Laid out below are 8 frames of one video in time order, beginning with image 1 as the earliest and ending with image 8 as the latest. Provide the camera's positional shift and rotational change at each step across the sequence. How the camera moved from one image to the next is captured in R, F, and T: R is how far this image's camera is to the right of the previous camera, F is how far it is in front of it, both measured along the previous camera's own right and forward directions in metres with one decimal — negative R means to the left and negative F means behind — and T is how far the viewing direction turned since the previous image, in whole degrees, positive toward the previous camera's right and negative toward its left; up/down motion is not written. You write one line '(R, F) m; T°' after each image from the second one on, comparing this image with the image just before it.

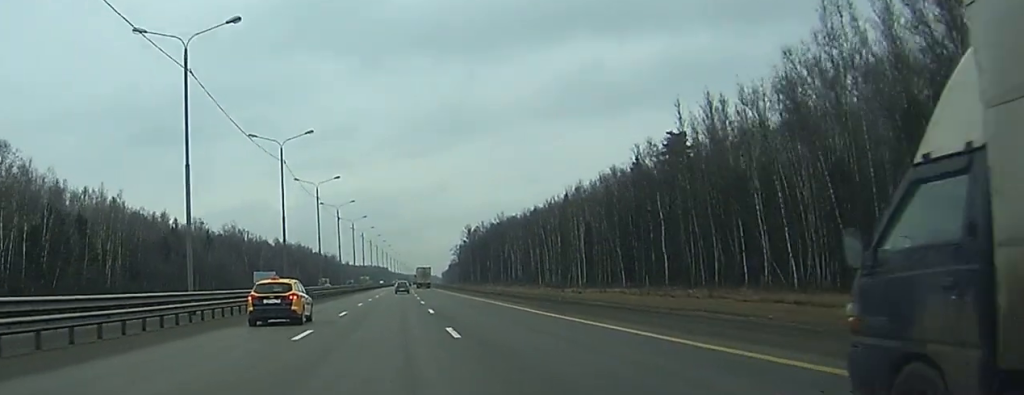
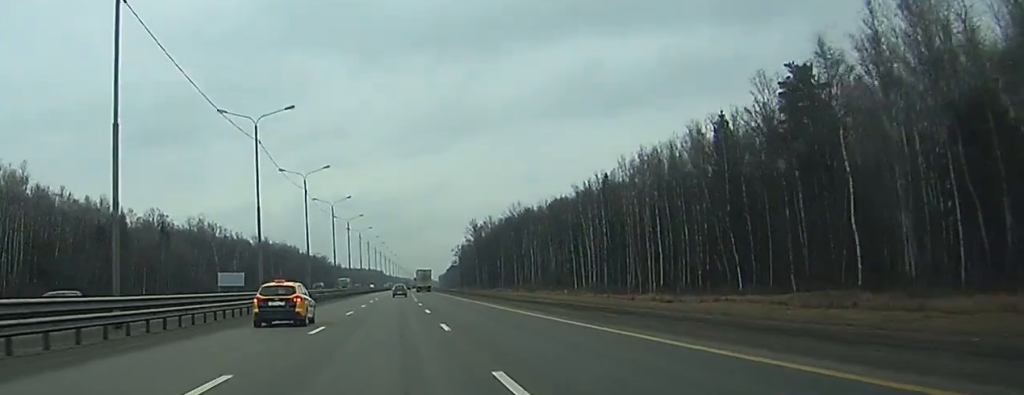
(+0.2, +43.7) m; 0°
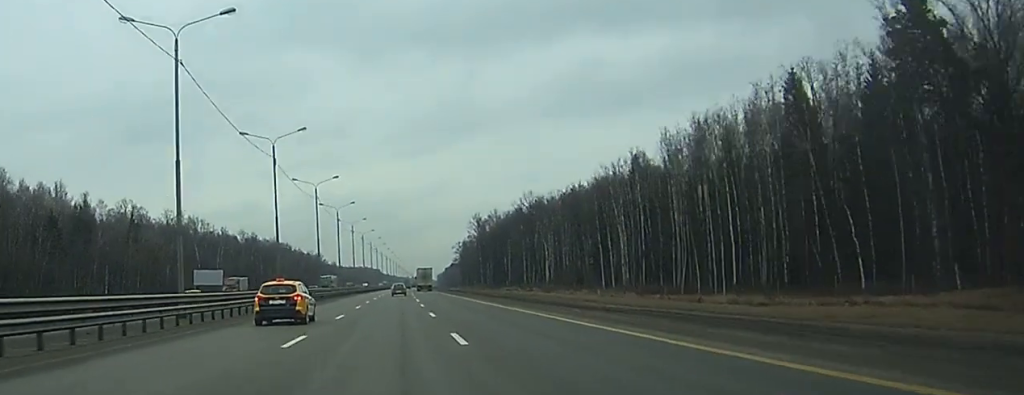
(-0.1, +22.5) m; 0°
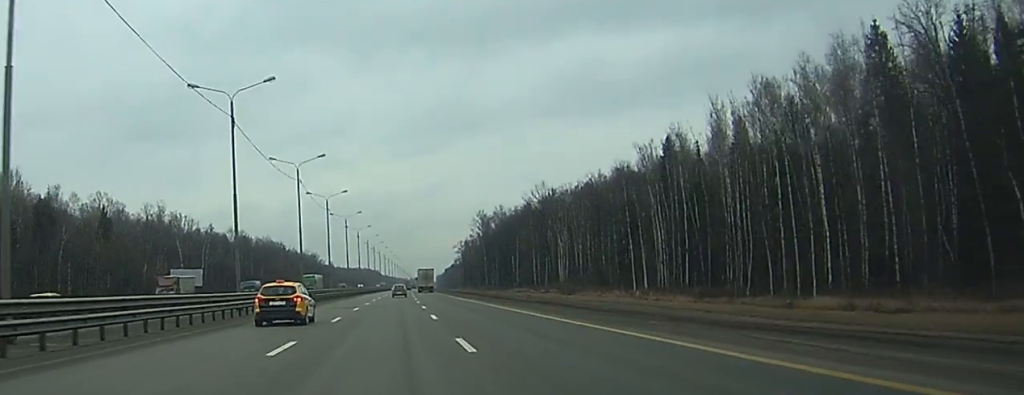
(0.0, +17.5) m; 0°
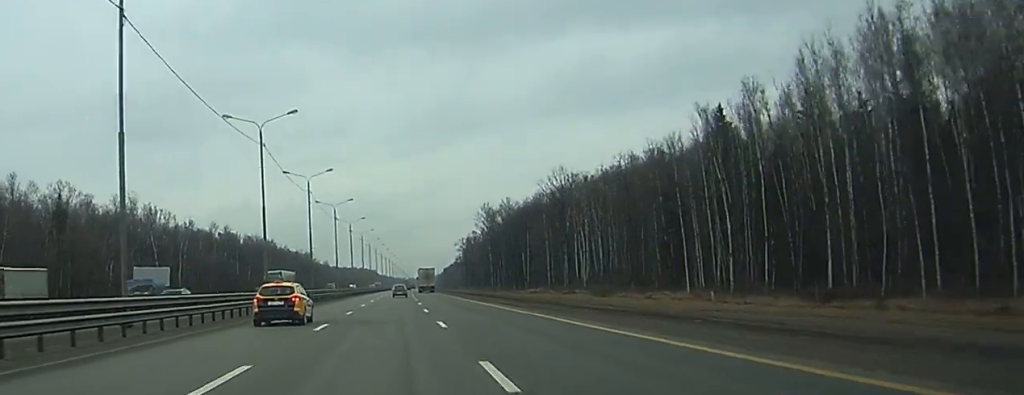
(0.0, +22.7) m; 0°
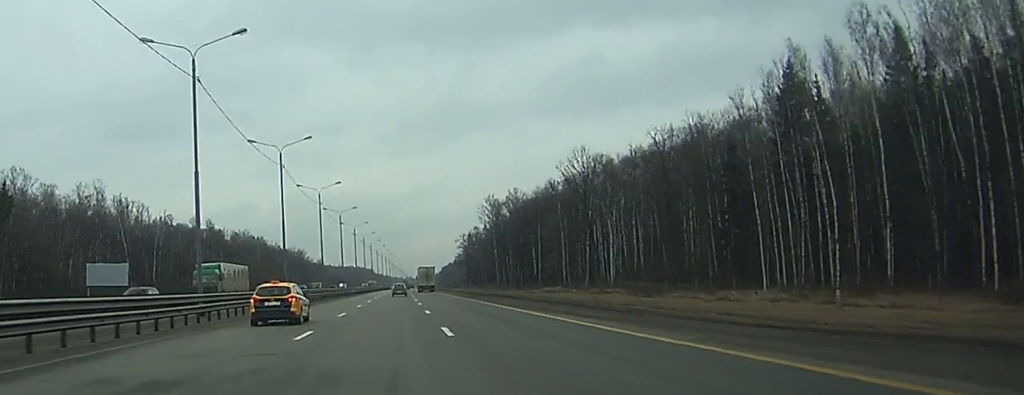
(0.0, +20.7) m; 0°
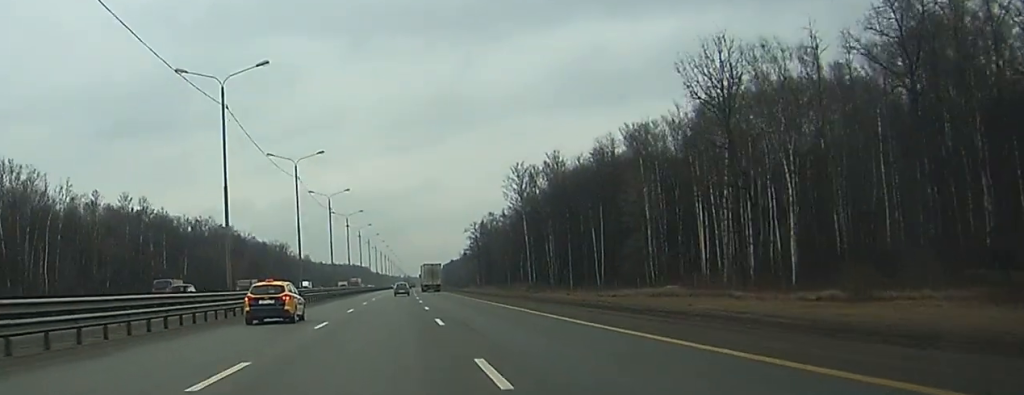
(+0.3, +59.3) m; 0°
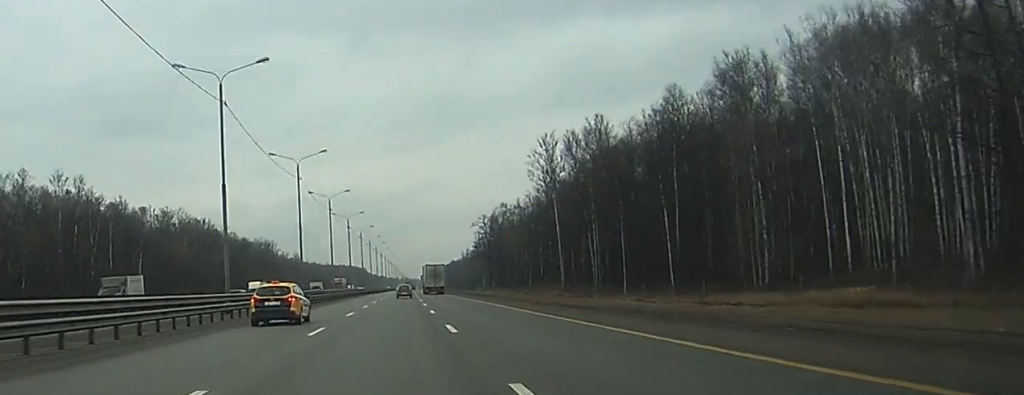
(+0.1, +35.6) m; 0°
